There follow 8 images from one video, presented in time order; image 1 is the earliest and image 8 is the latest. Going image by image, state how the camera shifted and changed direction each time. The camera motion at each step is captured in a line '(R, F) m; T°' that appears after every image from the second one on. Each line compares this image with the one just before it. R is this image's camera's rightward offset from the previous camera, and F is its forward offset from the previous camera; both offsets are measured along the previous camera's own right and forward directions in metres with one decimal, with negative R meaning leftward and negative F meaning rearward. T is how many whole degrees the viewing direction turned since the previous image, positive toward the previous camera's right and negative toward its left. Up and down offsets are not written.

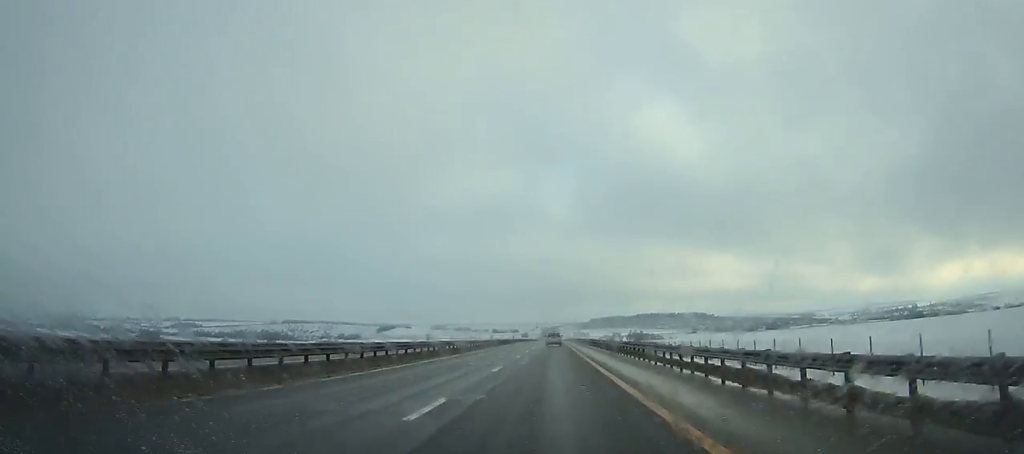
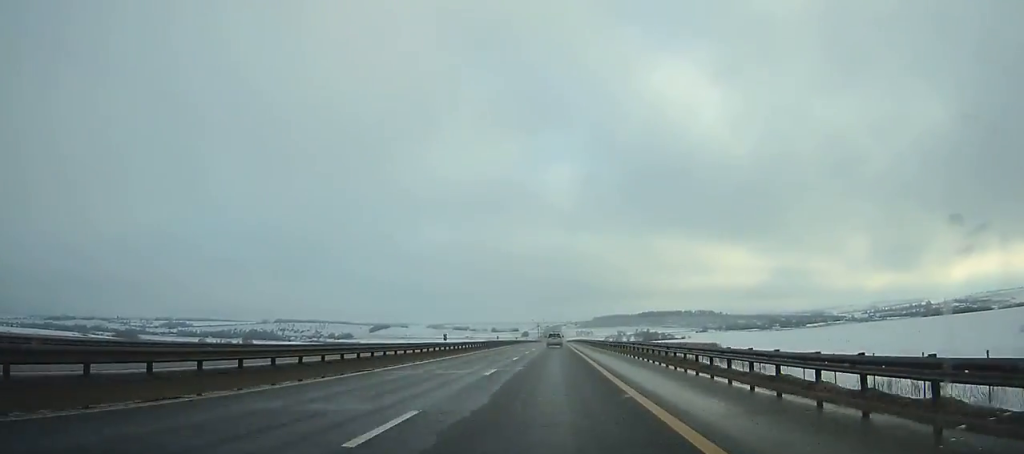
(0.0, +74.7) m; 0°
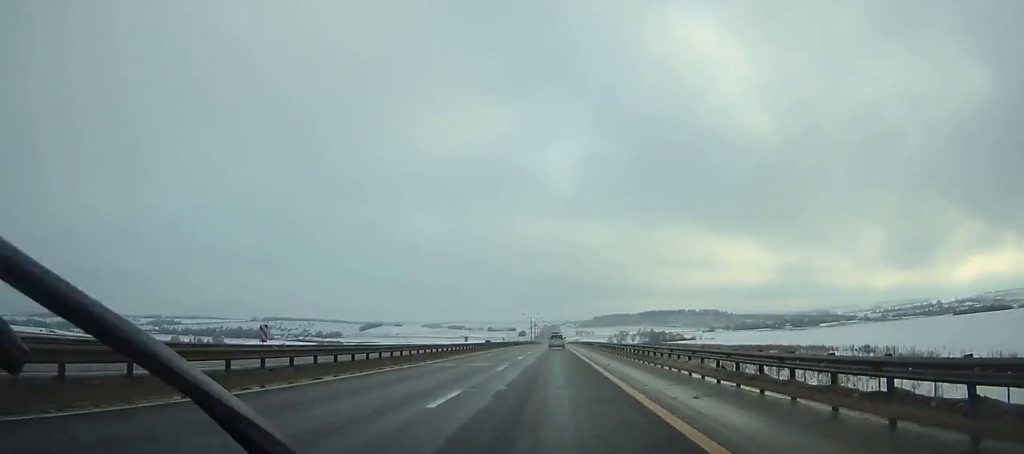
(+0.2, +68.9) m; 0°
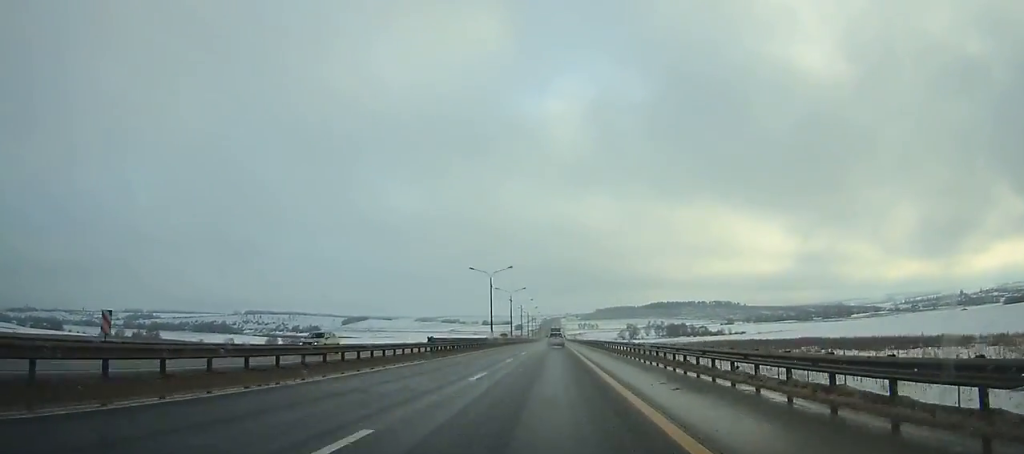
(+0.2, +125.6) m; 0°
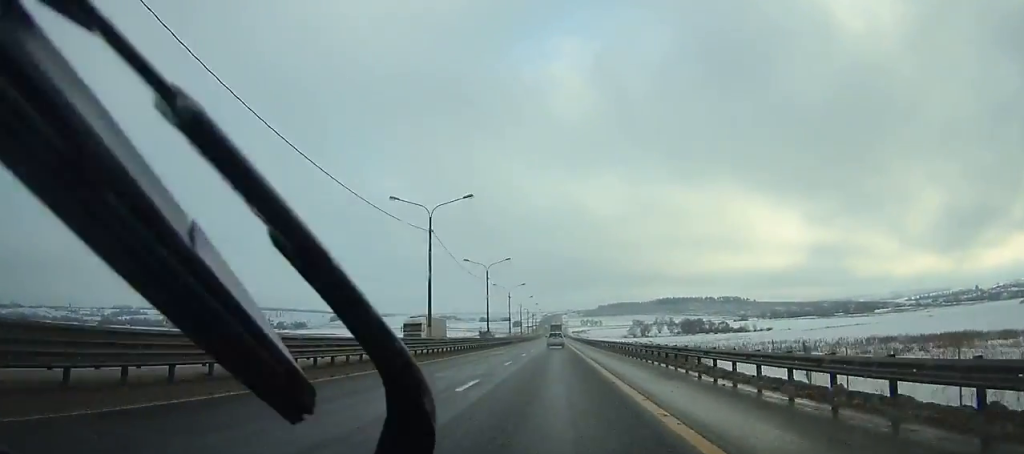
(0.0, +75.1) m; 0°
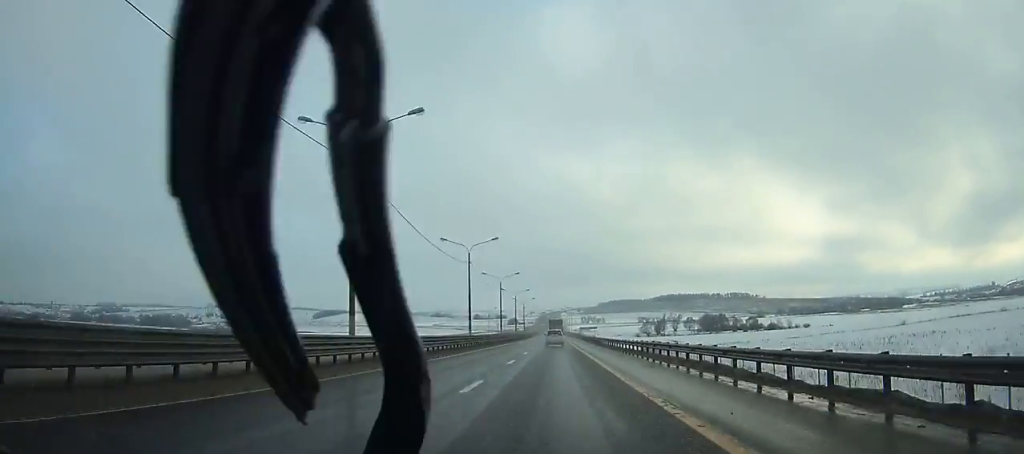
(0.0, +83.6) m; 0°
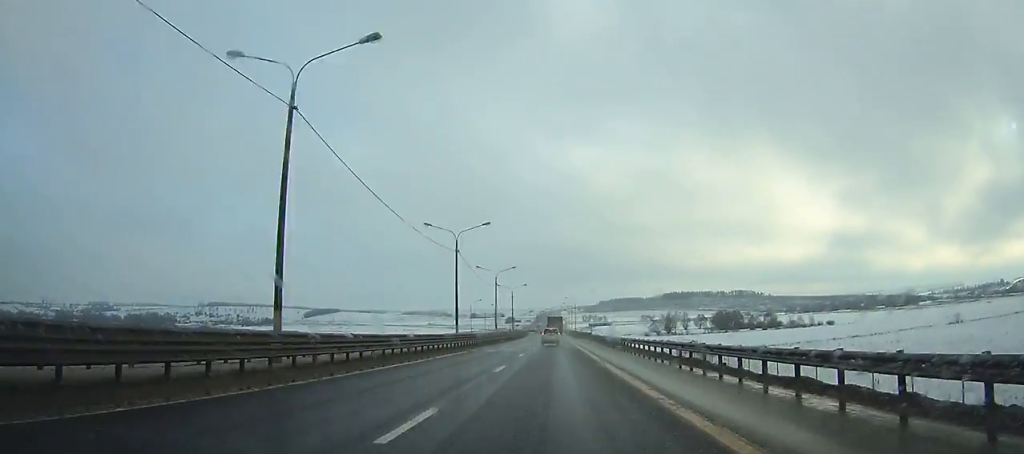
(-0.1, +42.8) m; 0°
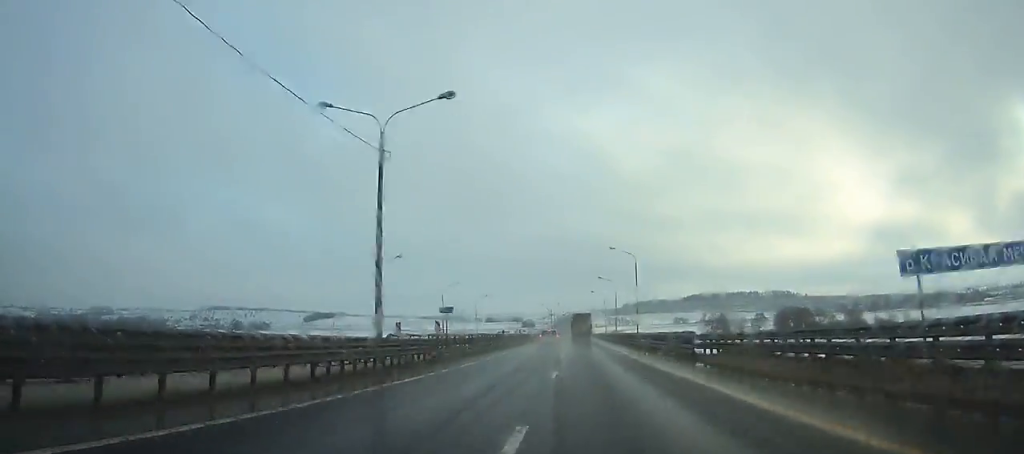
(-0.8, +99.3) m; 0°
